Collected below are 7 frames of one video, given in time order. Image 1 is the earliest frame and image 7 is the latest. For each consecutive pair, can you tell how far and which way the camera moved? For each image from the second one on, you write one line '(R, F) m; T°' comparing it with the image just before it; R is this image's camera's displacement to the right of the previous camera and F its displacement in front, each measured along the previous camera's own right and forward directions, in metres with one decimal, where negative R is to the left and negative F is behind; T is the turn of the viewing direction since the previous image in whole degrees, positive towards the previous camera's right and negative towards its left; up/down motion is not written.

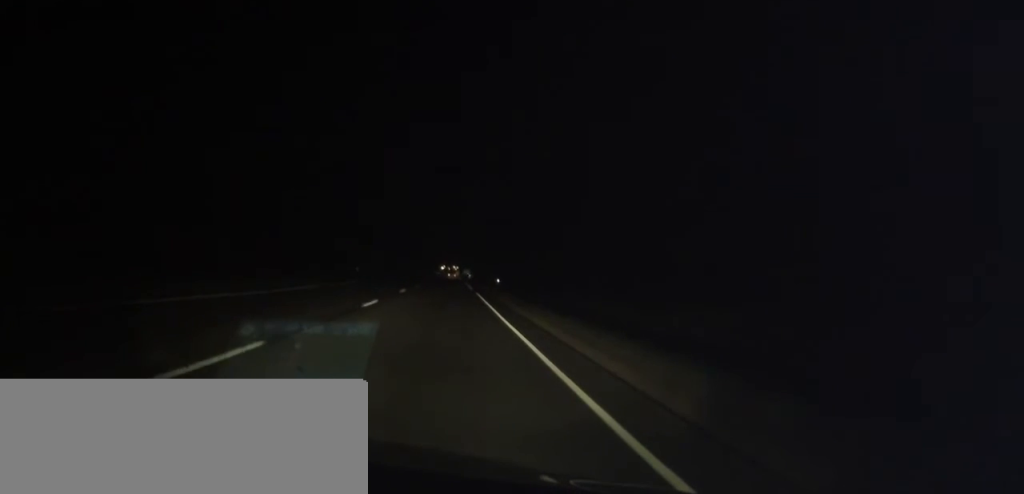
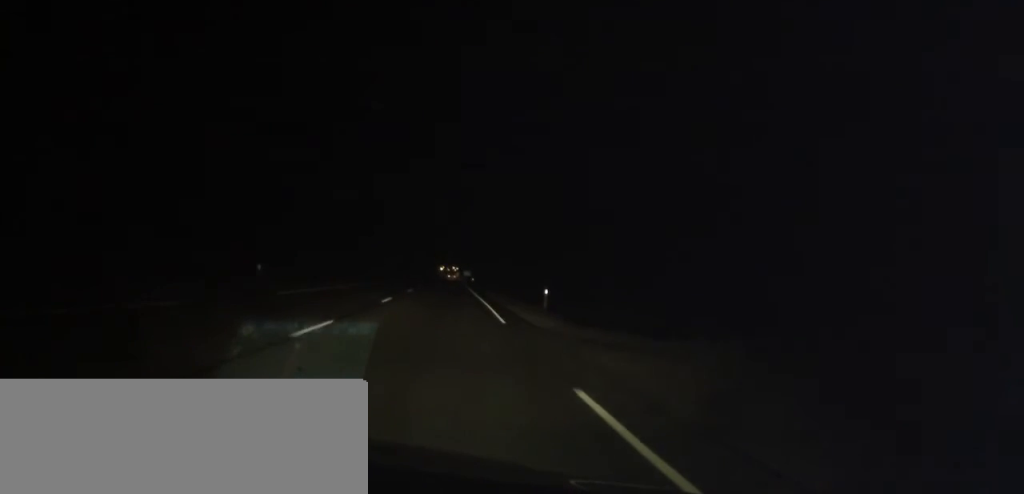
(0.0, +31.0) m; 0°
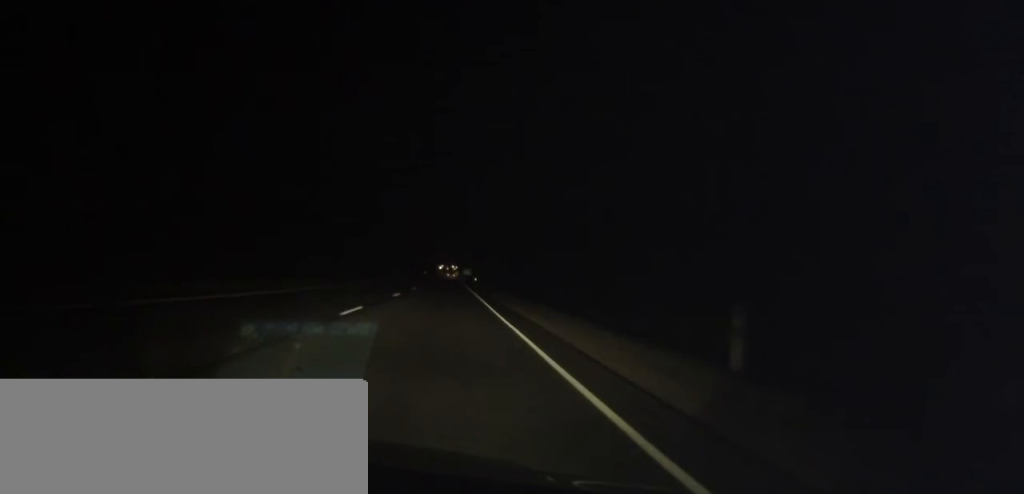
(0.0, +19.7) m; 0°
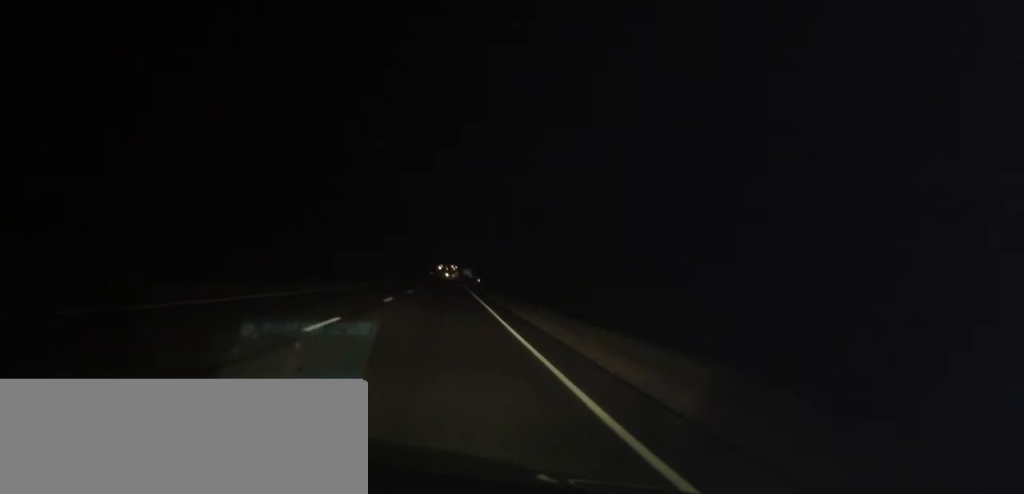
(+0.1, +15.2) m; -1°
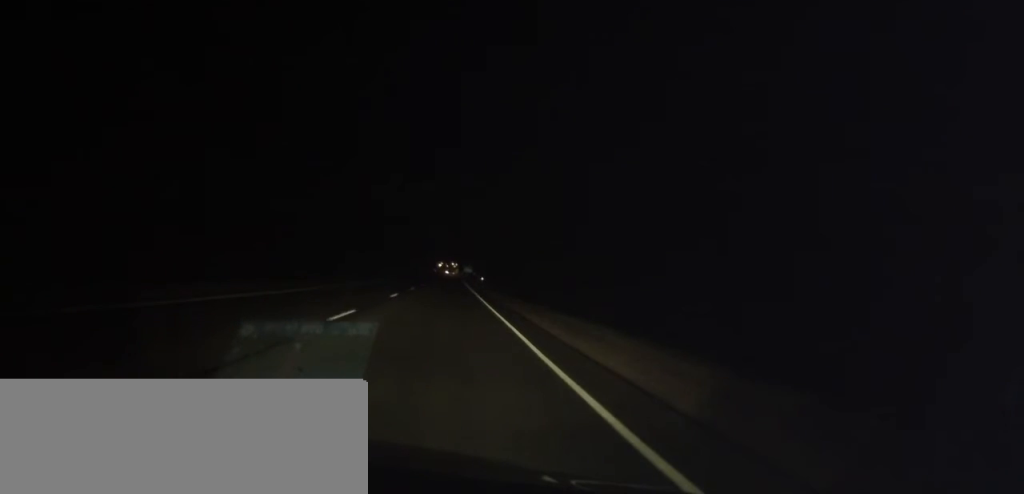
(-0.2, +9.8) m; -1°
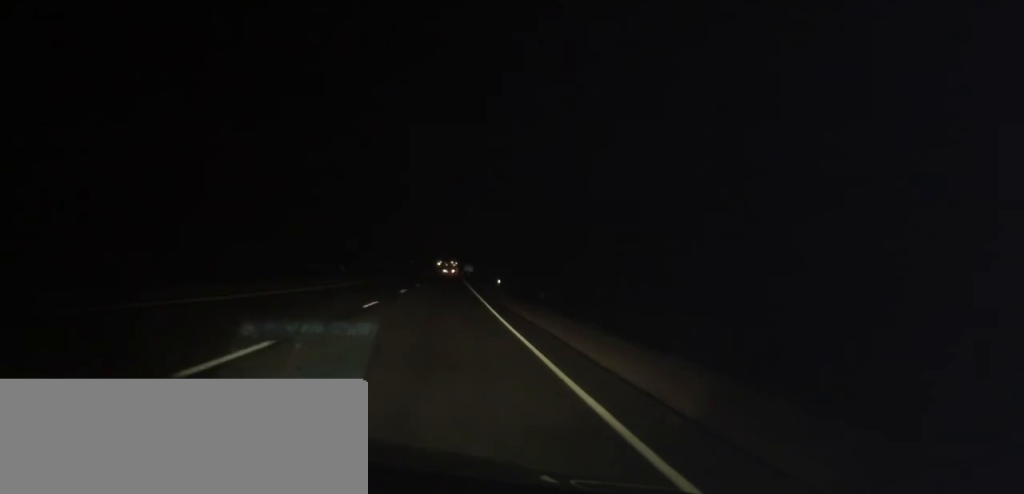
(-0.6, +31.0) m; 0°
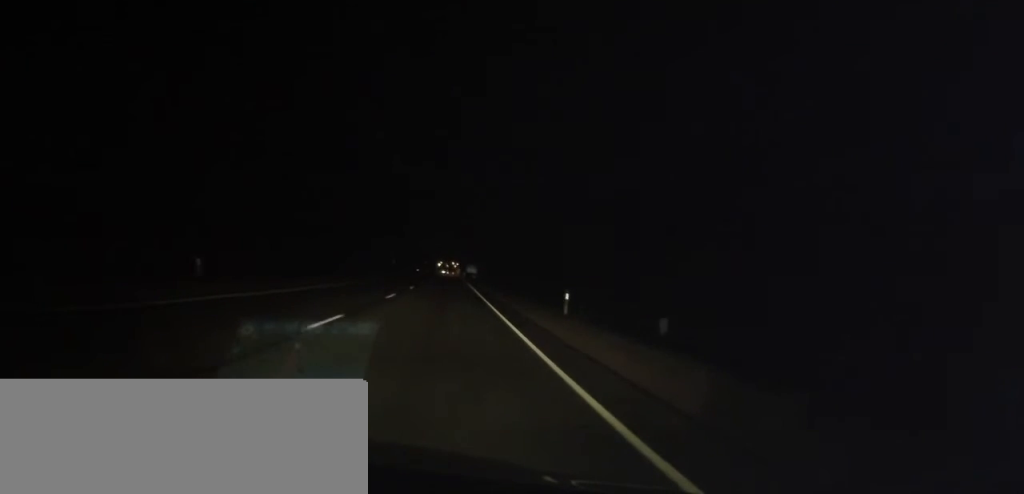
(+0.7, +31.1) m; +2°
